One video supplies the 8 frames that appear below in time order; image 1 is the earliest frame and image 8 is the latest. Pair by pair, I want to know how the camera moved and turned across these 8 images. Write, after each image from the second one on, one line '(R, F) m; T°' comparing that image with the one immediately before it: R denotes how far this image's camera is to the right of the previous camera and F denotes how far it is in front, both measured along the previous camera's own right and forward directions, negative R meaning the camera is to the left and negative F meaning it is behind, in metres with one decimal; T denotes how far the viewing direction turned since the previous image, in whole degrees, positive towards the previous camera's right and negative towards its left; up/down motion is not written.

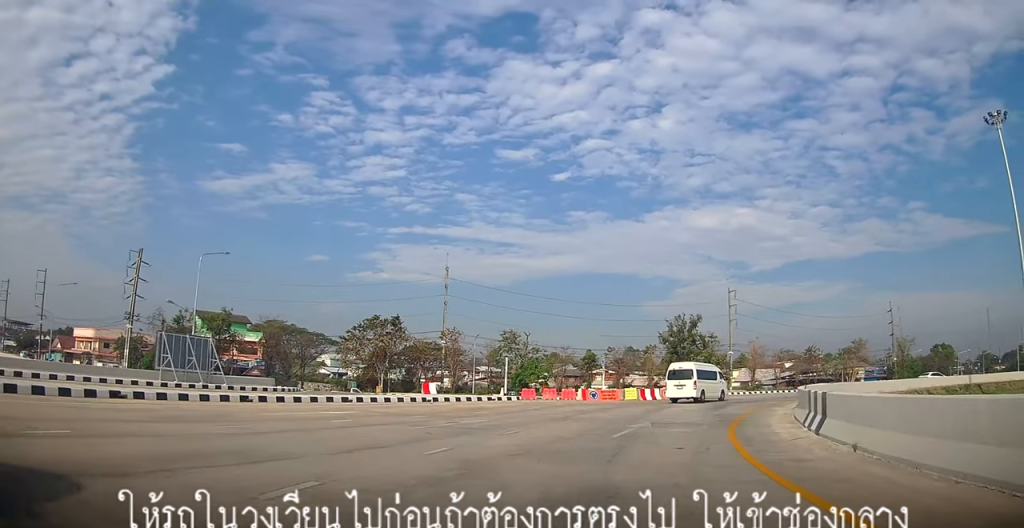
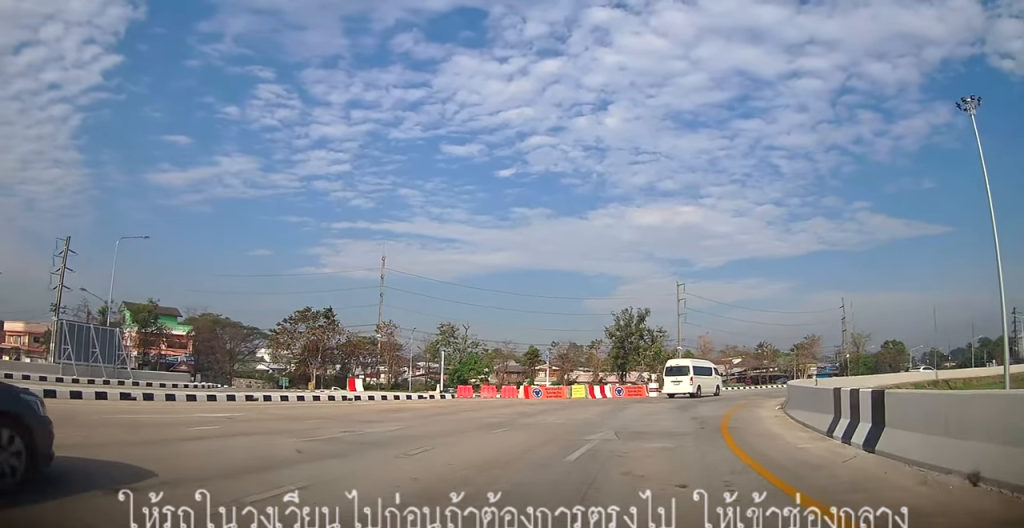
(+0.2, +3.7) m; +5°
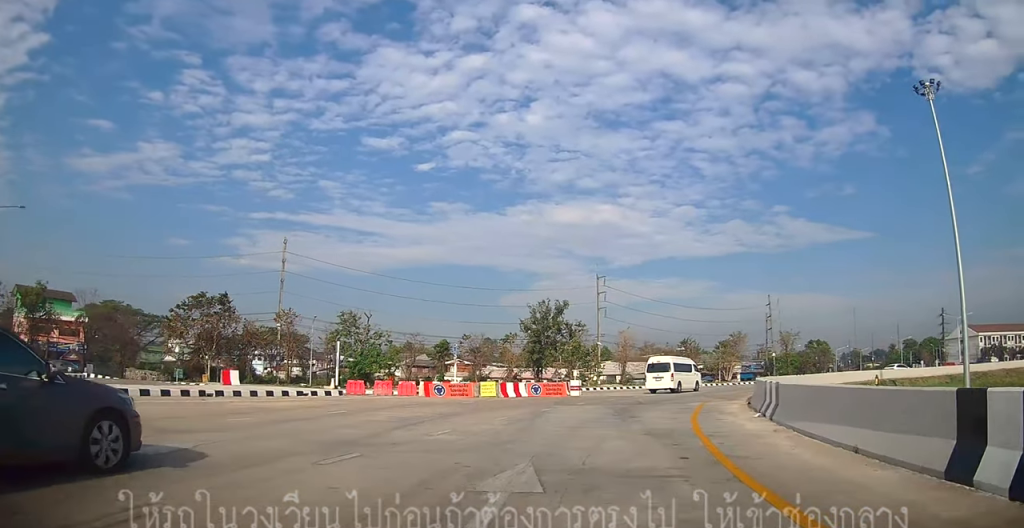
(+0.3, +4.9) m; +7°
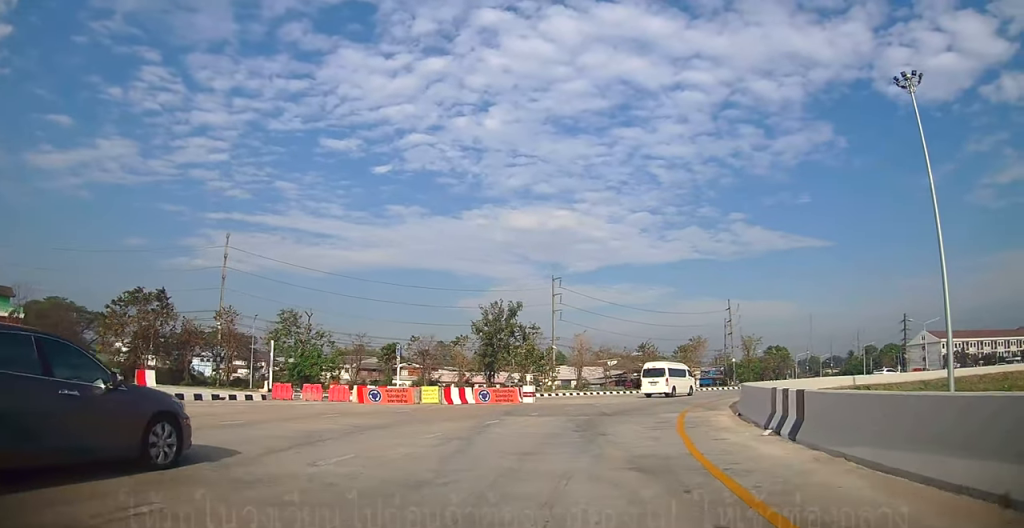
(0.0, +3.1) m; +5°
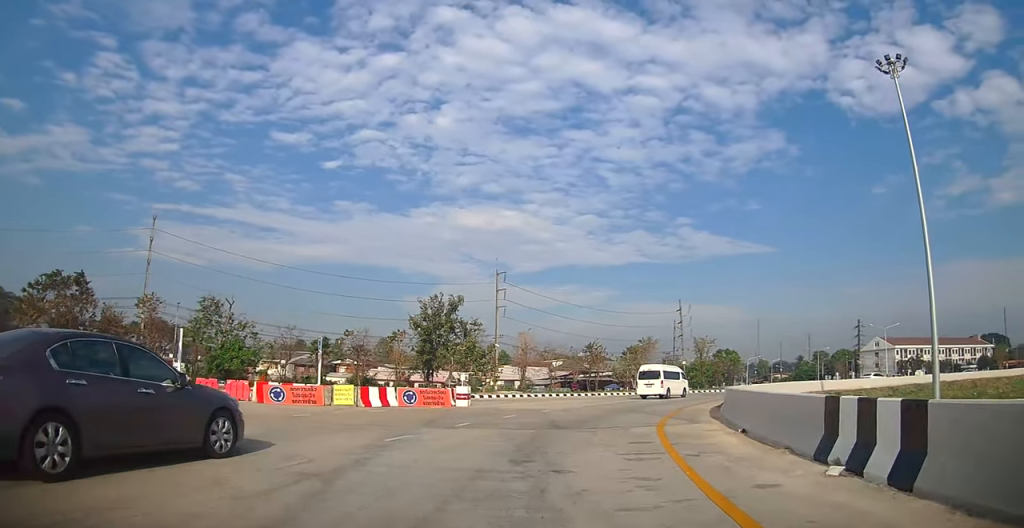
(+0.3, +4.2) m; +8°
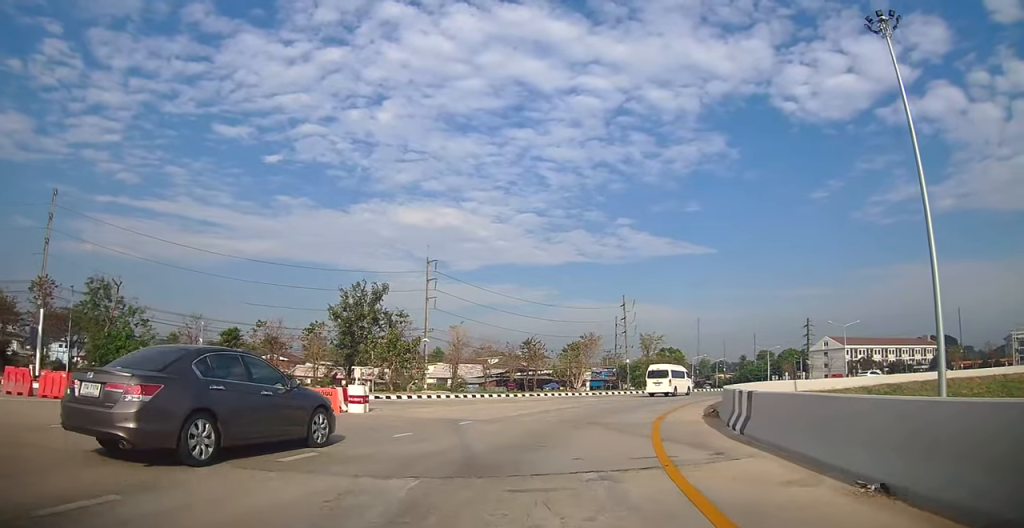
(+0.6, +6.3) m; +8°
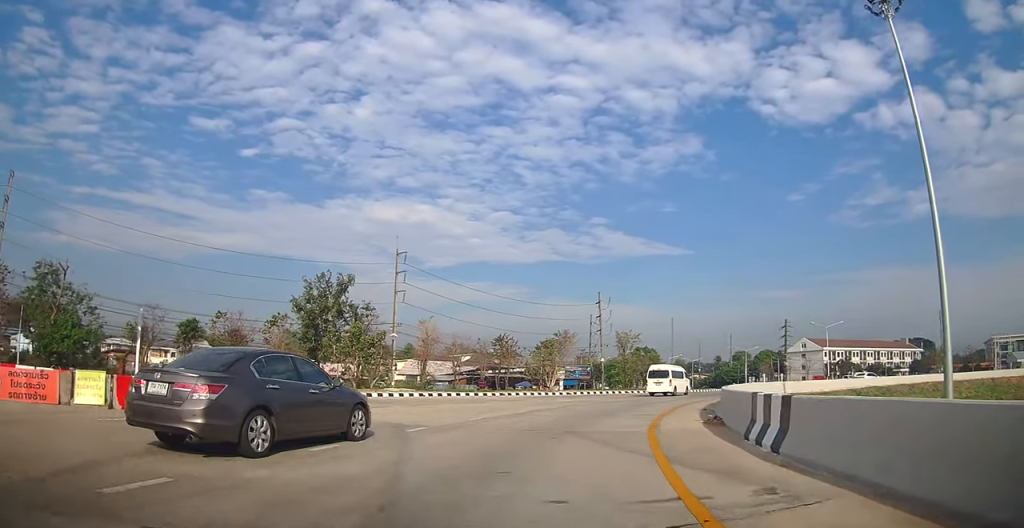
(+0.1, +2.8) m; +2°
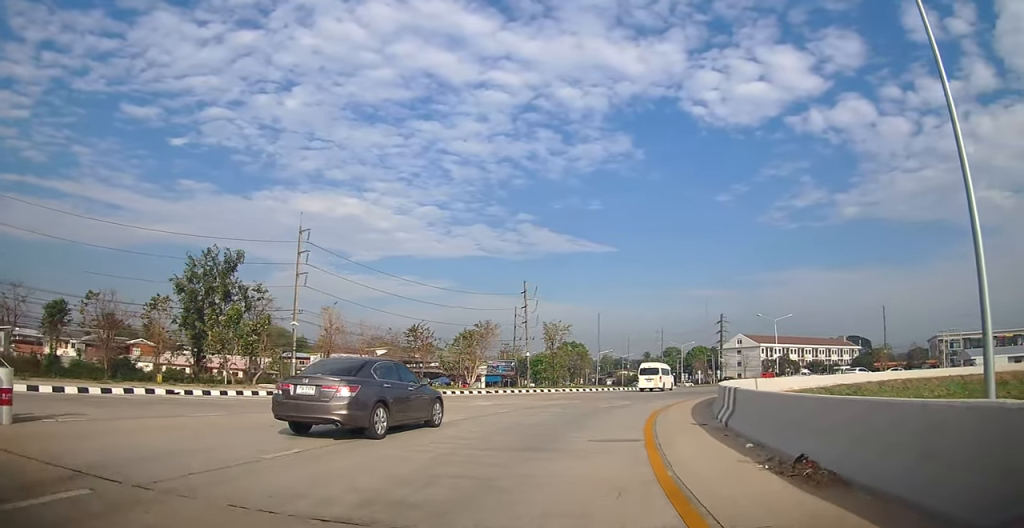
(+0.3, +8.2) m; +6°
